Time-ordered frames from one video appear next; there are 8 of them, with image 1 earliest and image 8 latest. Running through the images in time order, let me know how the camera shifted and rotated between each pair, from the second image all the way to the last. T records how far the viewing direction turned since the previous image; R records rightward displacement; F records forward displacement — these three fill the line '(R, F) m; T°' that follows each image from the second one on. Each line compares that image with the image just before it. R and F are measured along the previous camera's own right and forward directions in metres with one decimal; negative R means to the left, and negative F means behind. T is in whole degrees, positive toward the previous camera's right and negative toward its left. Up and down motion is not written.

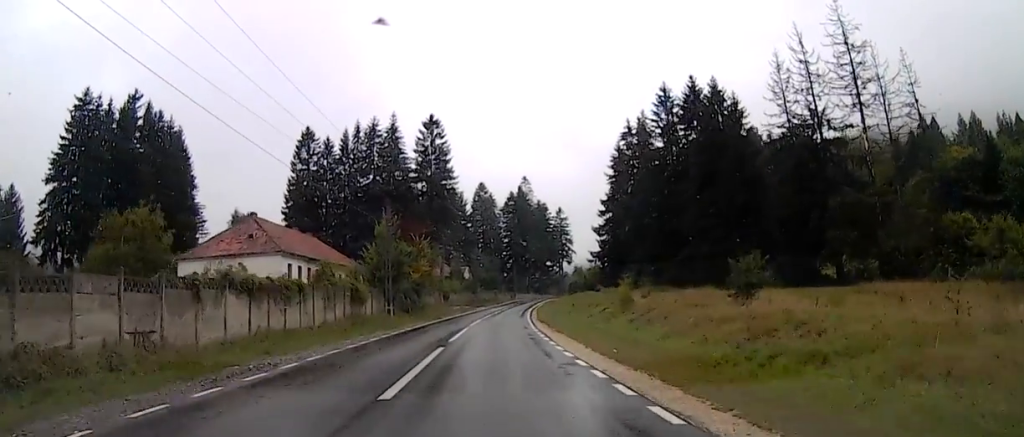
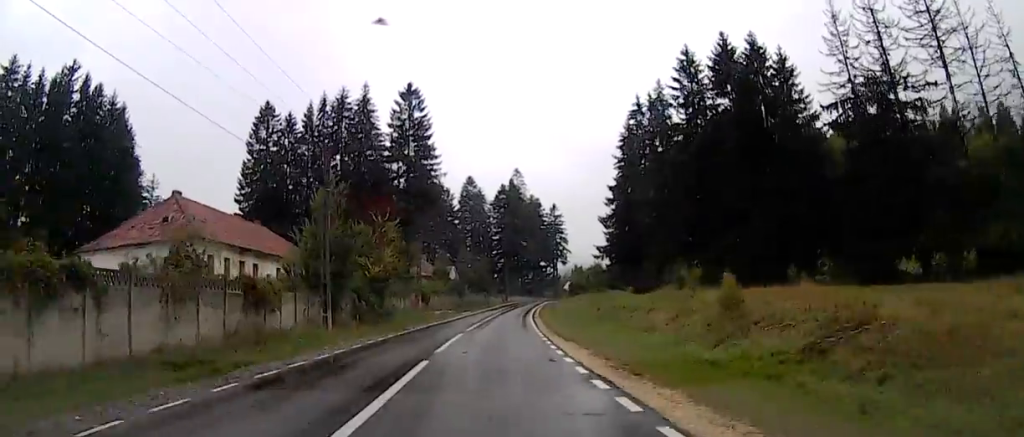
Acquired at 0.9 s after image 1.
(+0.1, +12.2) m; +2°
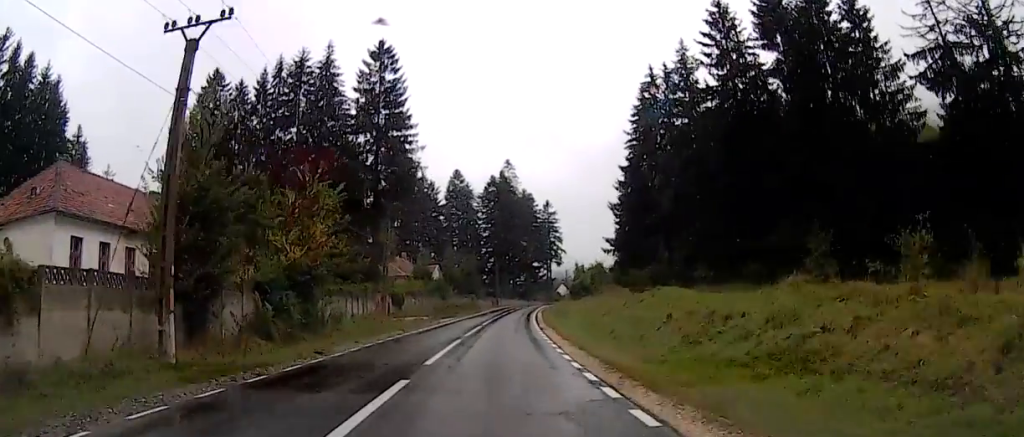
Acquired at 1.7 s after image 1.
(+0.3, +10.6) m; +4°
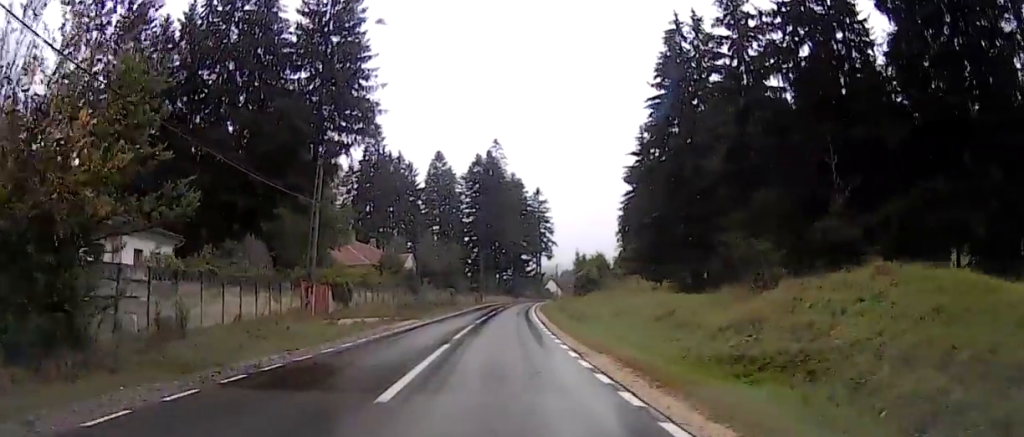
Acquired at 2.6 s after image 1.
(+0.7, +13.2) m; +3°
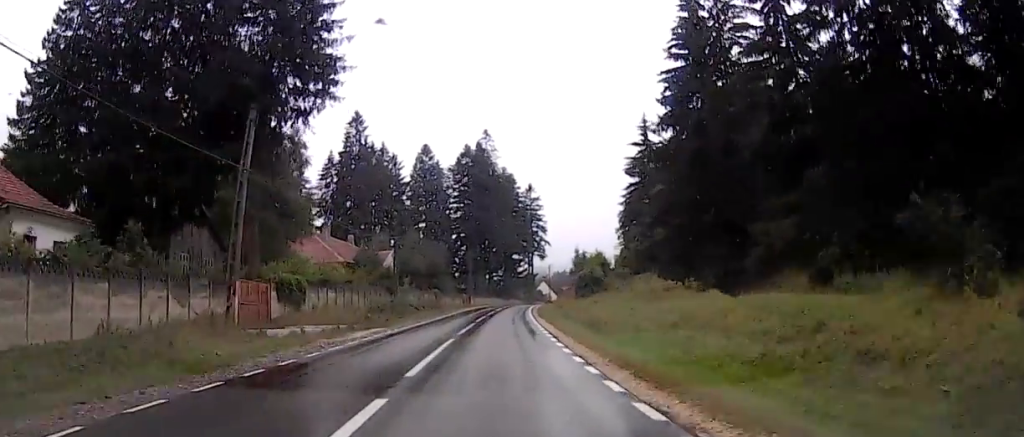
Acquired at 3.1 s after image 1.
(+0.1, +7.9) m; +1°
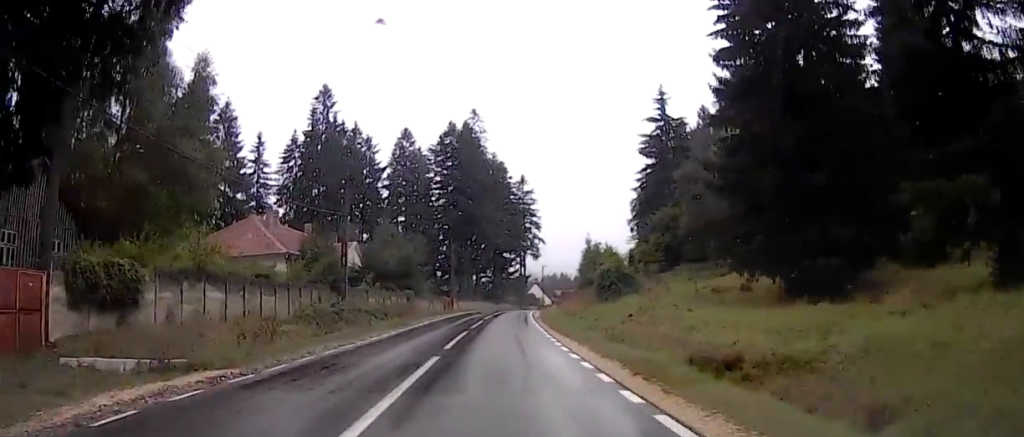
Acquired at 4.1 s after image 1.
(0.0, +14.4) m; 0°
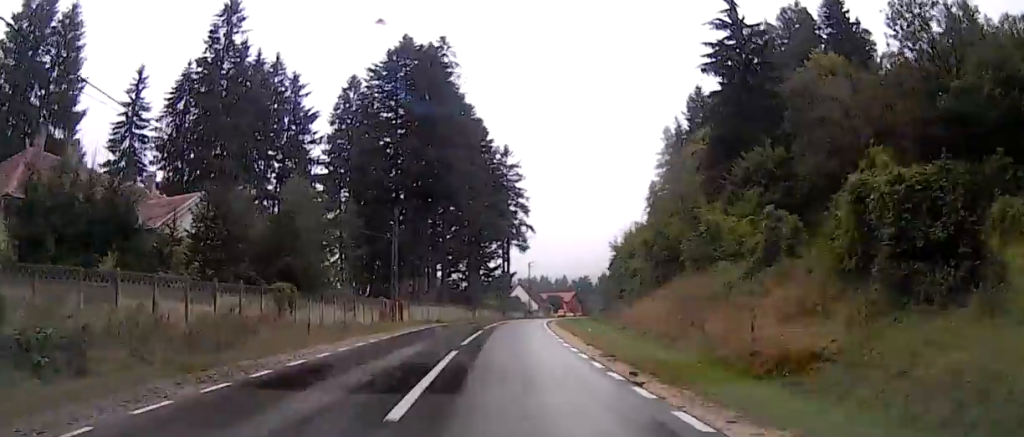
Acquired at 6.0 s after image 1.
(0.0, +31.3) m; 0°
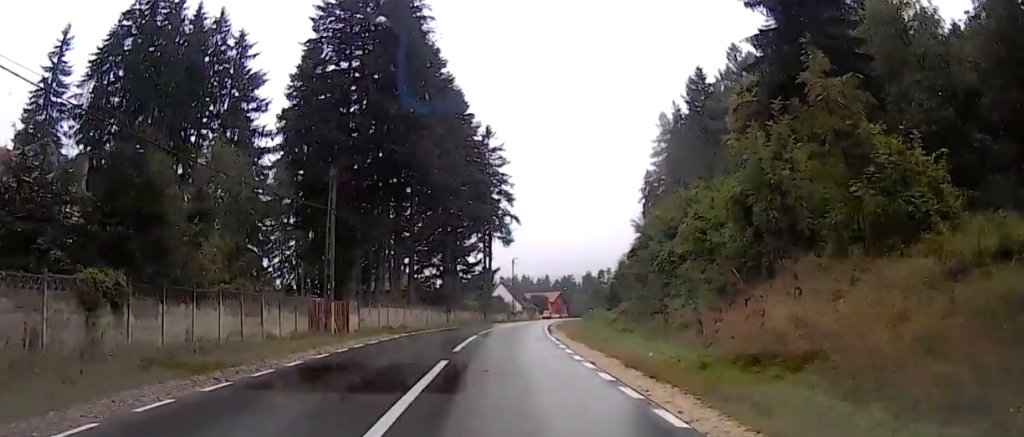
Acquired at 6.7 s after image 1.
(0.0, +13.2) m; 0°
